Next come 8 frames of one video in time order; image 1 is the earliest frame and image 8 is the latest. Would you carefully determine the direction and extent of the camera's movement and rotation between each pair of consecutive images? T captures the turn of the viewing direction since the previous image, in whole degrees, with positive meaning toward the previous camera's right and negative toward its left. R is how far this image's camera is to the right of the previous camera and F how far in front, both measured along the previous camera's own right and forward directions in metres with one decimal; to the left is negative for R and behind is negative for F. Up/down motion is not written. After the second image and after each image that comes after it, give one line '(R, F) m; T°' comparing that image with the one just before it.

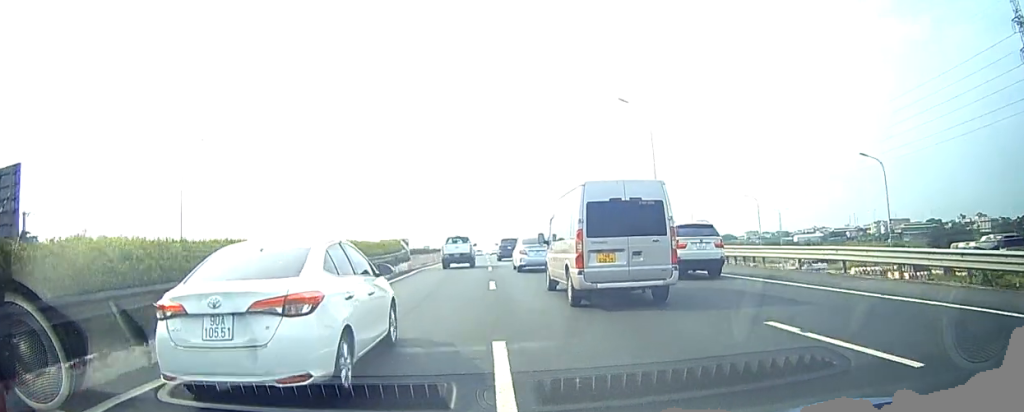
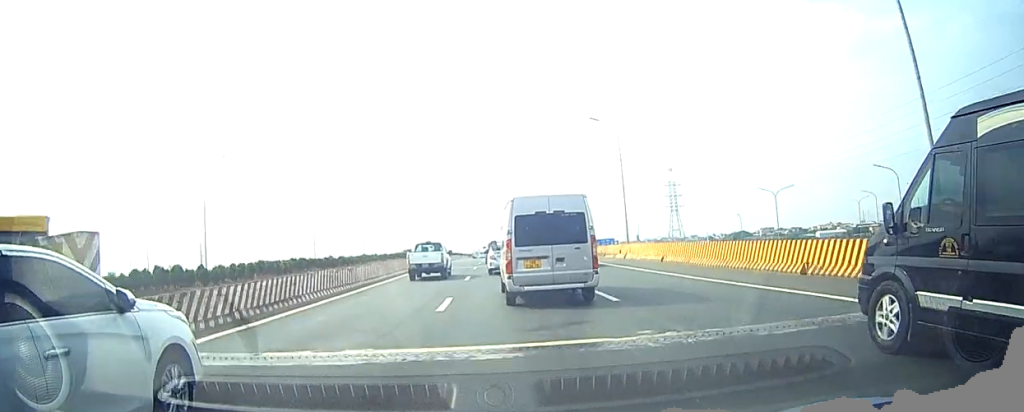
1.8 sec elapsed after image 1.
(+0.6, +26.3) m; +3°
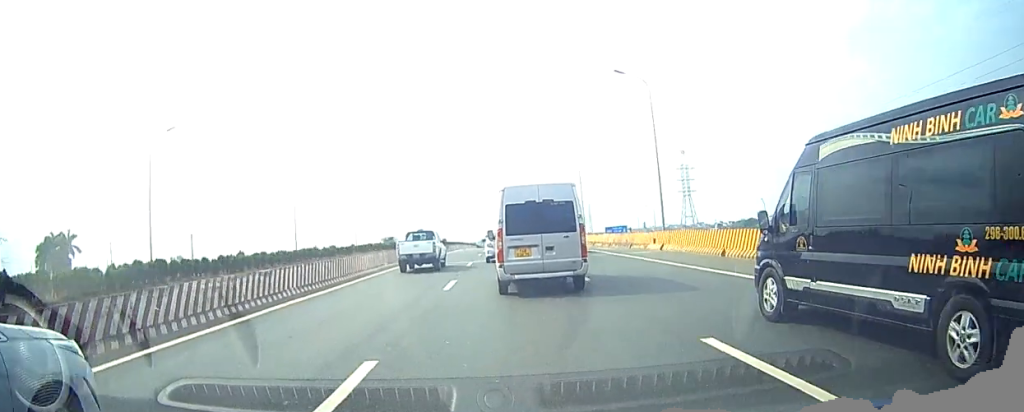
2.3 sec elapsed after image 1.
(+0.1, +9.0) m; +1°
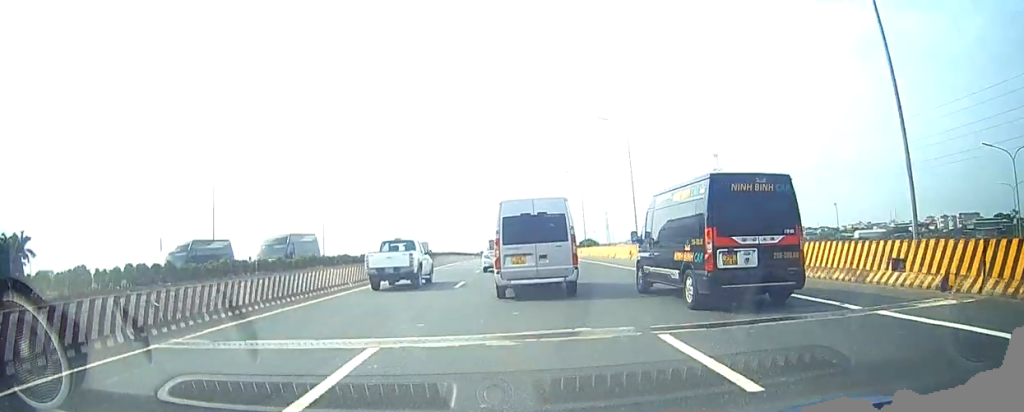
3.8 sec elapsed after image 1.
(+0.3, +23.6) m; -1°
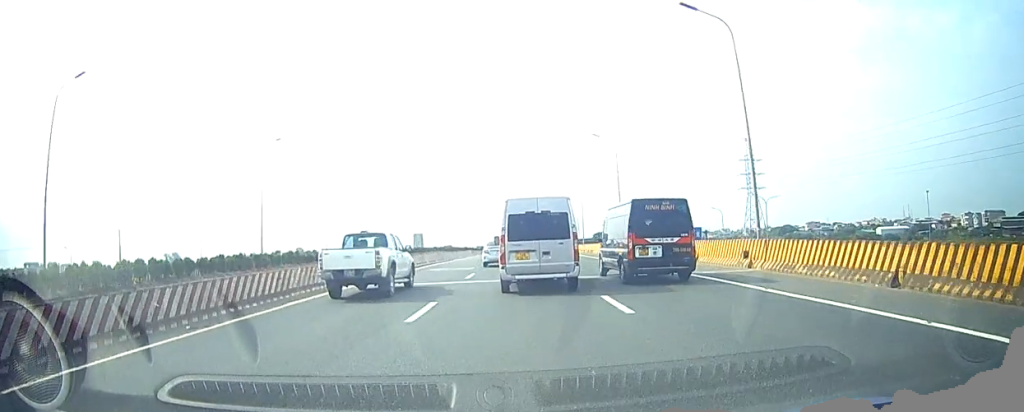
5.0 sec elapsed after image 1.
(-0.6, +21.4) m; -2°
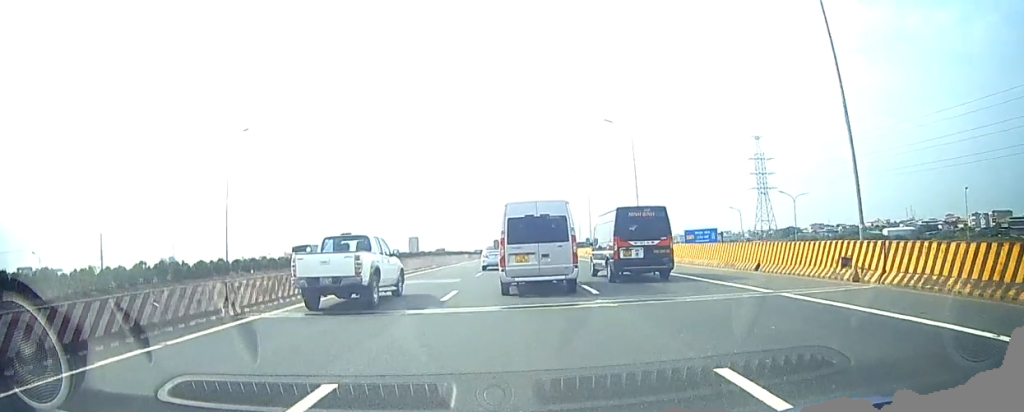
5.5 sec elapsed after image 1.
(0.0, +8.2) m; 0°
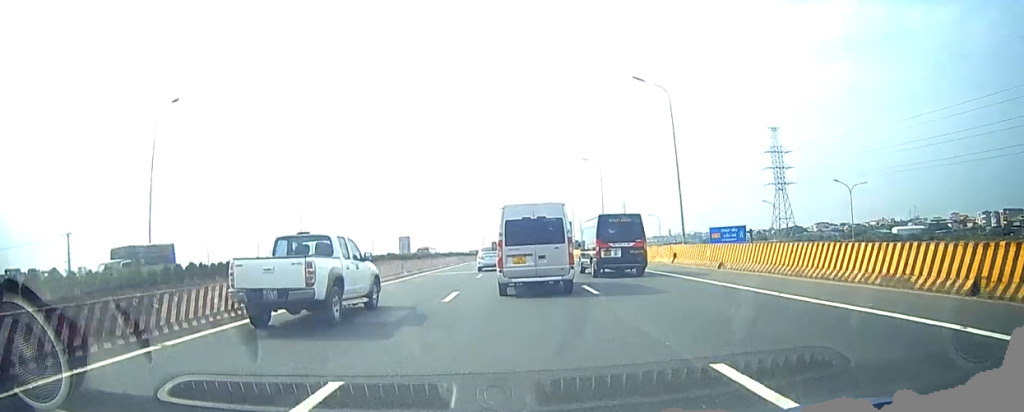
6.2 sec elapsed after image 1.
(0.0, +11.7) m; 0°
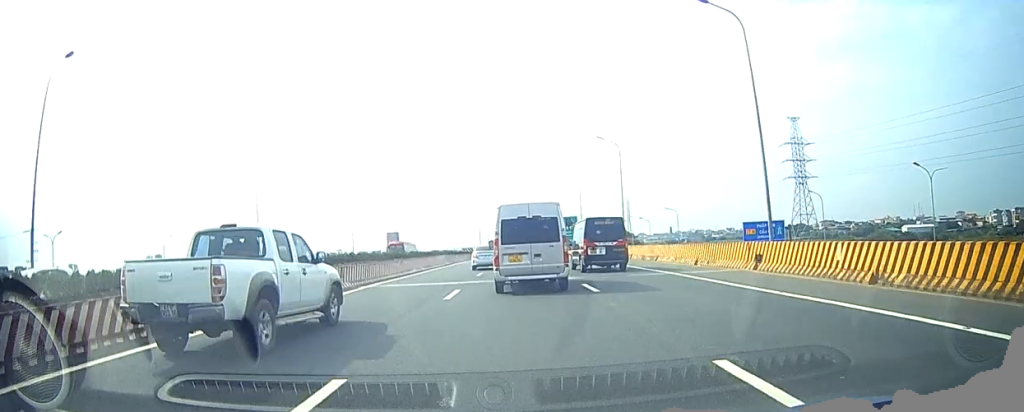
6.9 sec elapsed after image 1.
(0.0, +11.9) m; 0°
